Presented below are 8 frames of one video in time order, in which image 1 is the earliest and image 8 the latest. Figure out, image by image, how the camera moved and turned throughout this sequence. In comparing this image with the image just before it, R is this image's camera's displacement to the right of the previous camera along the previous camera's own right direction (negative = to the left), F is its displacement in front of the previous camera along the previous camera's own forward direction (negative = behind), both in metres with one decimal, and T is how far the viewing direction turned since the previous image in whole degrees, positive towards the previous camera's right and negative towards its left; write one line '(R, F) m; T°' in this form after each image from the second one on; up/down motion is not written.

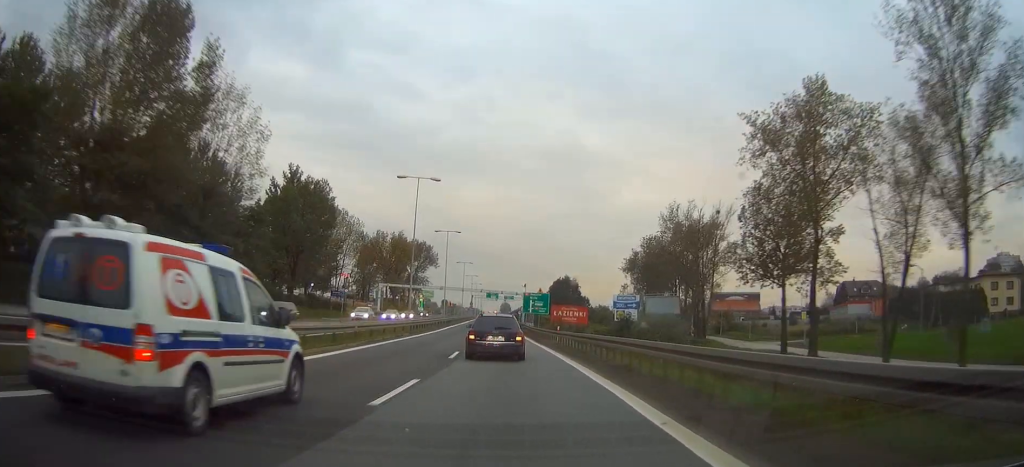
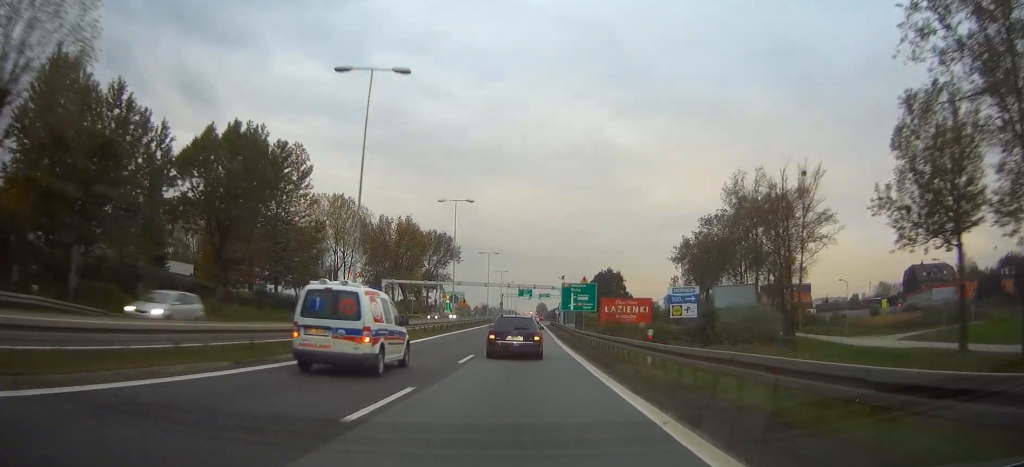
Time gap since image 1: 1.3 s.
(-0.6, +26.0) m; -3°
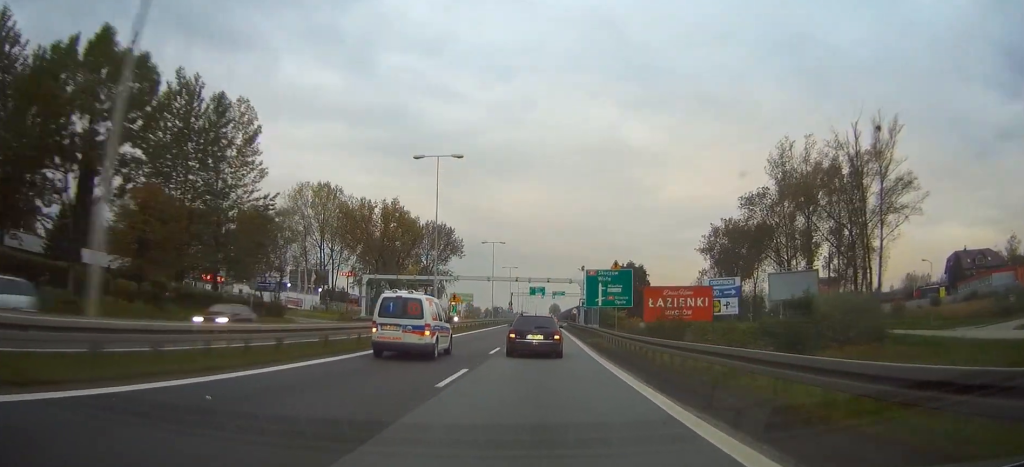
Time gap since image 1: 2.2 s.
(-0.4, +19.4) m; -1°
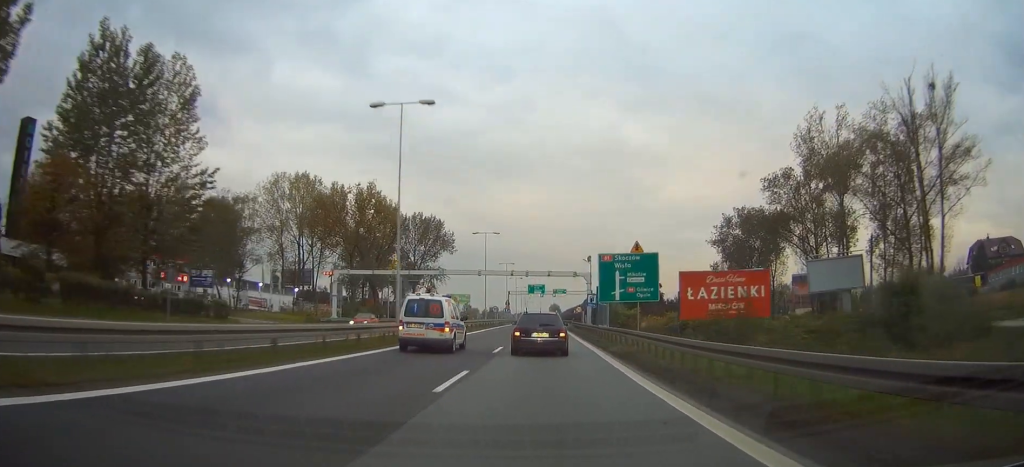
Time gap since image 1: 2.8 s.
(-0.1, +12.5) m; 0°
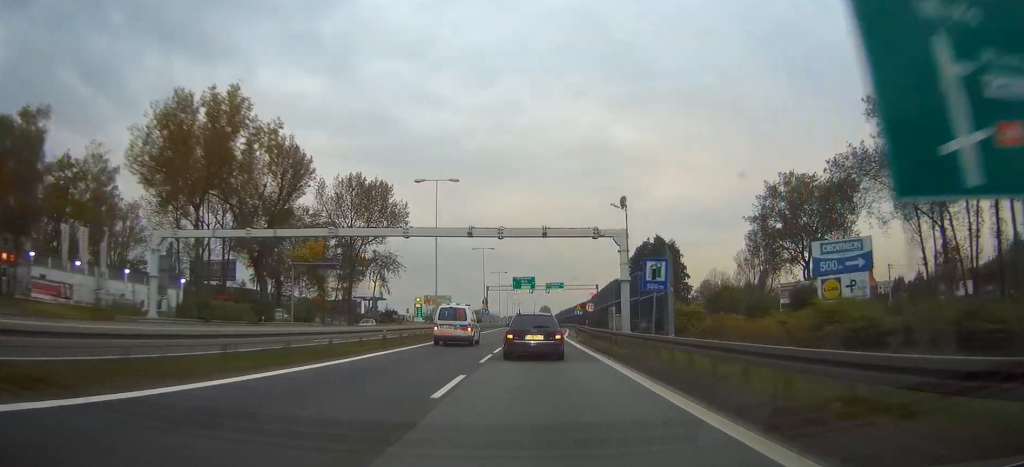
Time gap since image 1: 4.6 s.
(0.0, +36.8) m; 0°
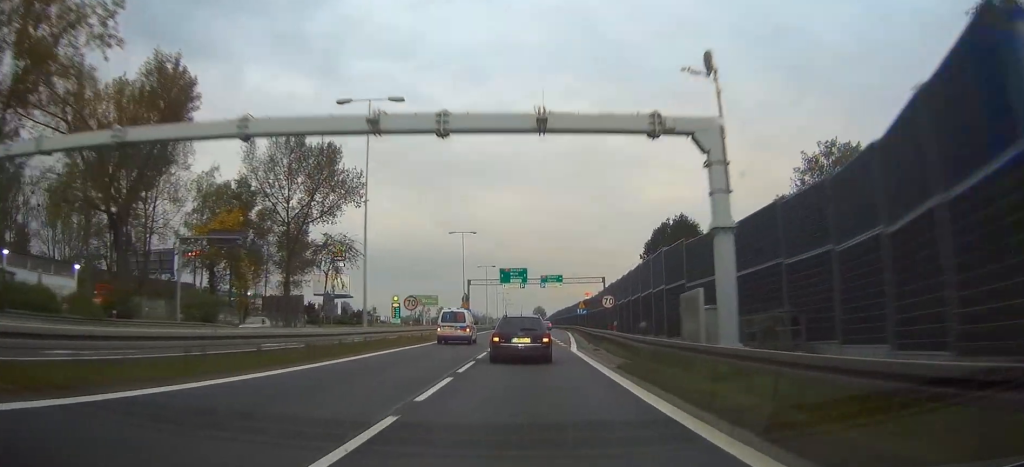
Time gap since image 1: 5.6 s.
(+0.1, +21.2) m; +1°
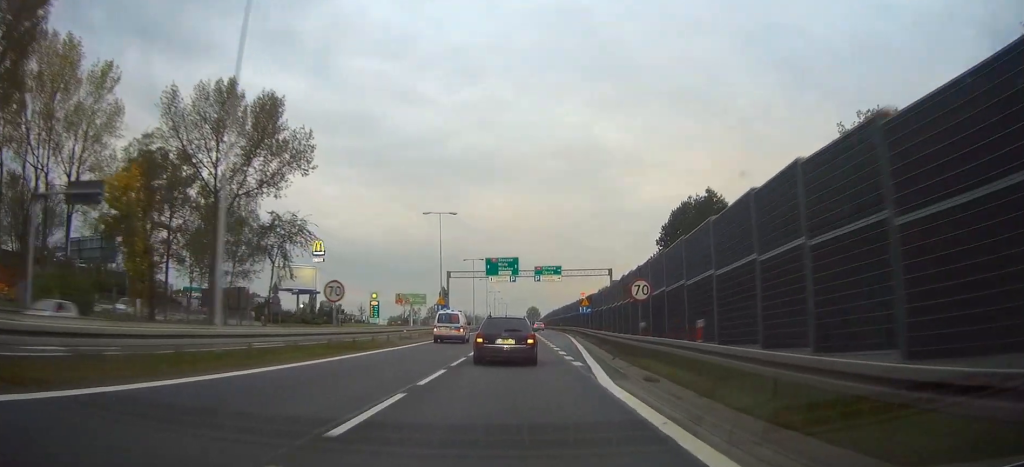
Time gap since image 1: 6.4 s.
(0.0, +15.6) m; +1°
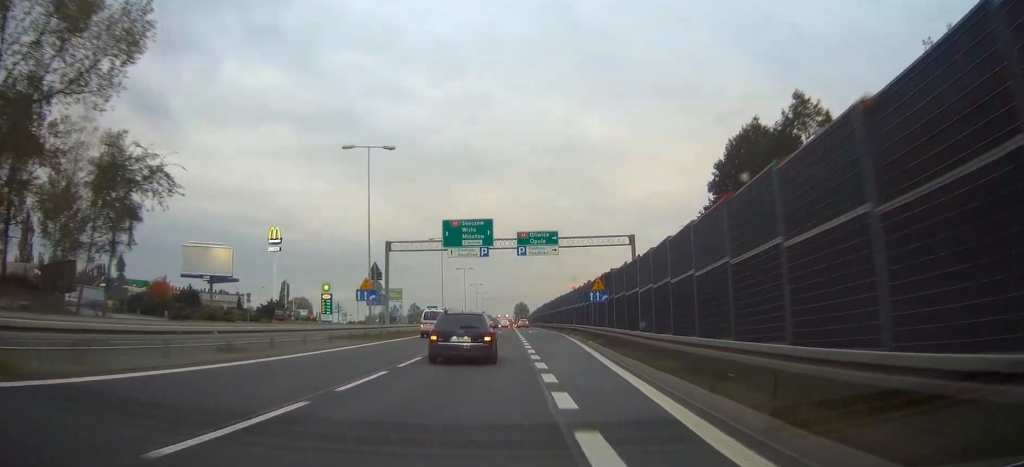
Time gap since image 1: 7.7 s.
(+0.3, +26.3) m; +1°
